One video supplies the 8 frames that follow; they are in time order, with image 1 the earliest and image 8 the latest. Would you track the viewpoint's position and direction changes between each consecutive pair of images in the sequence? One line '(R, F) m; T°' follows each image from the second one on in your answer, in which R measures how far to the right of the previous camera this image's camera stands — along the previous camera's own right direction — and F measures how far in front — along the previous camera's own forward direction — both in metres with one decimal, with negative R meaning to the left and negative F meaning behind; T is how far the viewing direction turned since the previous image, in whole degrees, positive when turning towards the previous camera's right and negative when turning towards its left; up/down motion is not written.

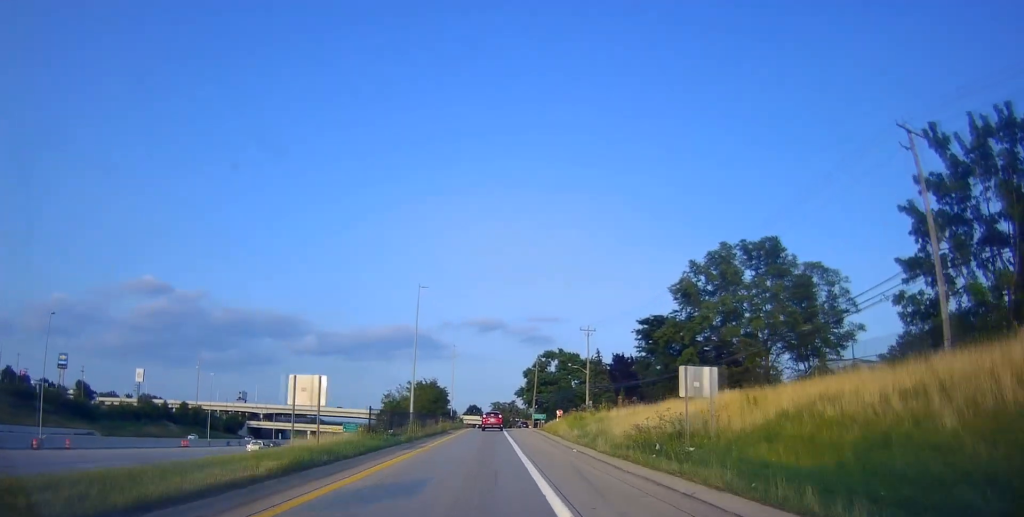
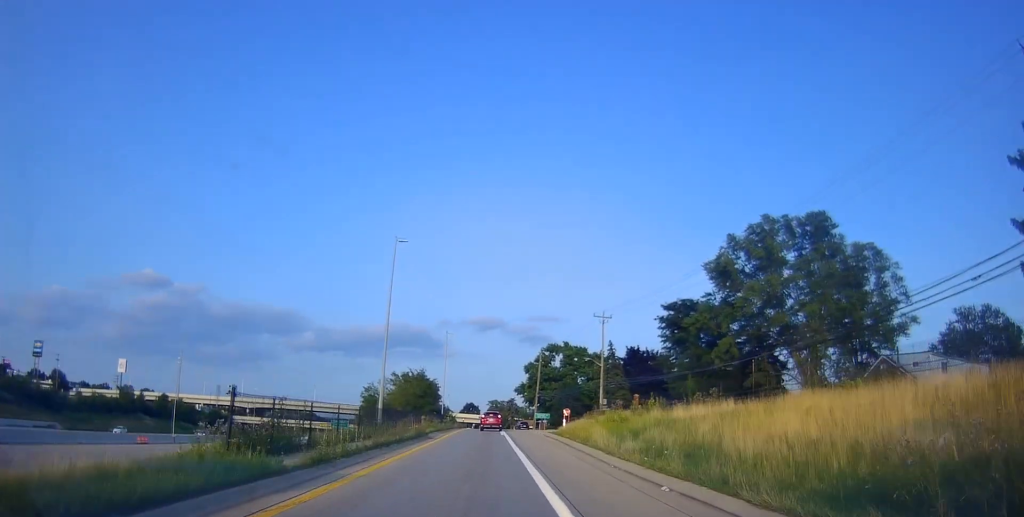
(-0.3, +12.9) m; 0°
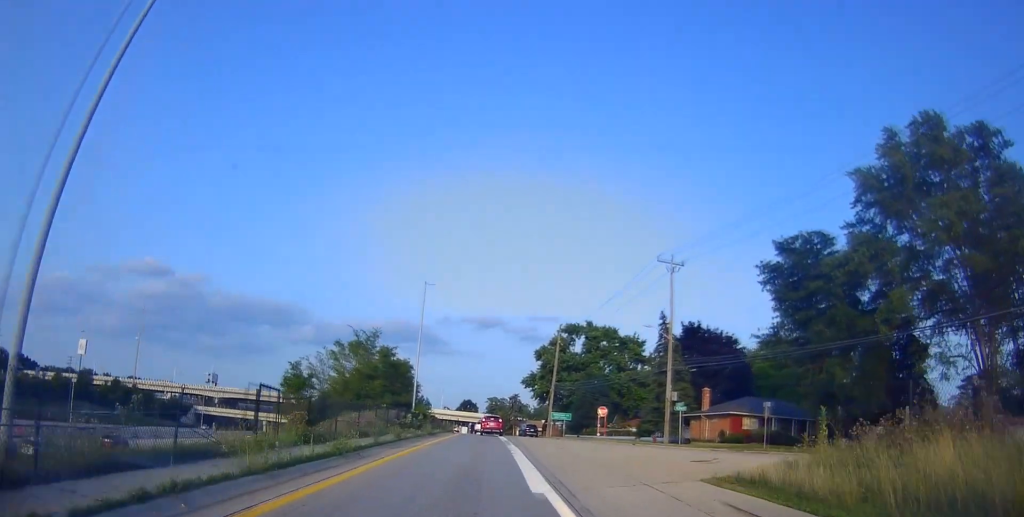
(+0.7, +29.5) m; +1°
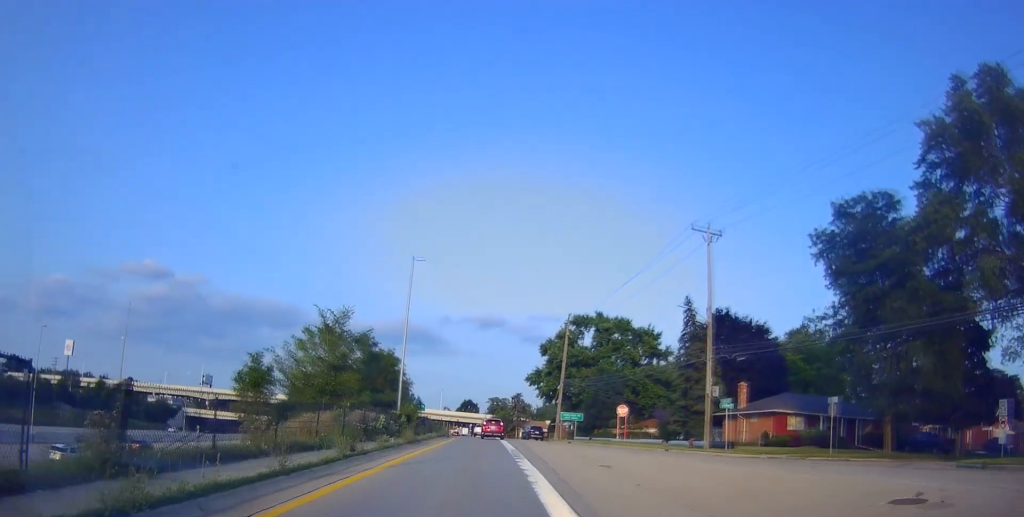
(+0.1, +8.9) m; -1°
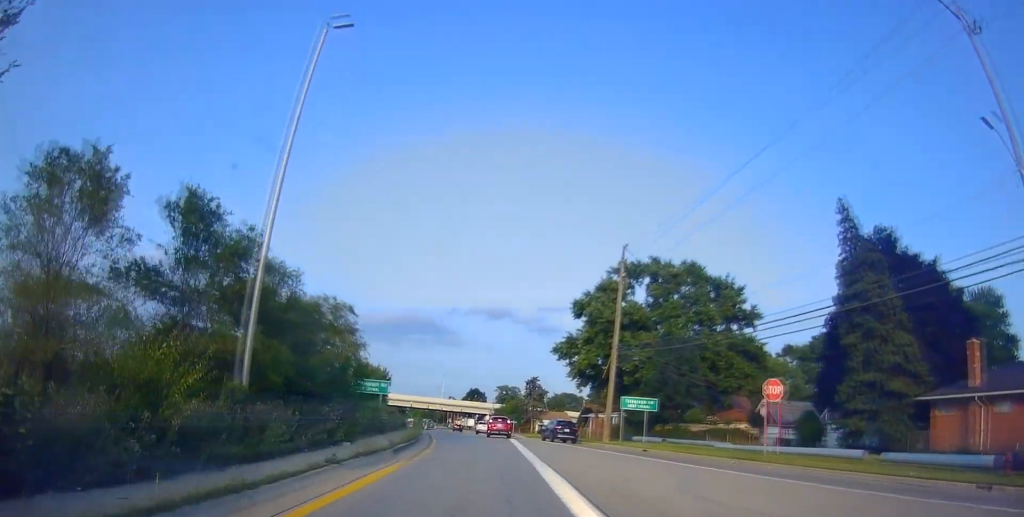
(+0.2, +28.8) m; +2°
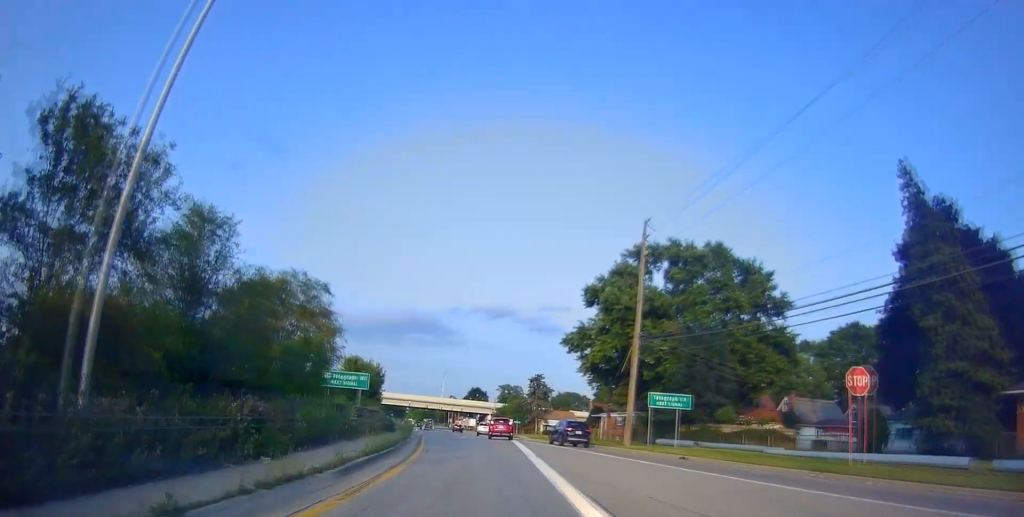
(+0.4, +7.2) m; 0°
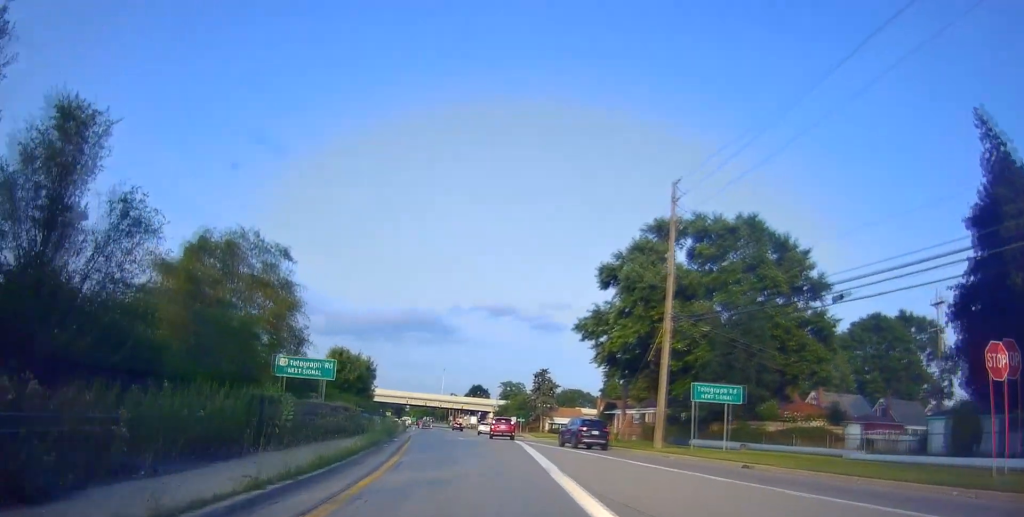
(-0.1, +7.5) m; 0°
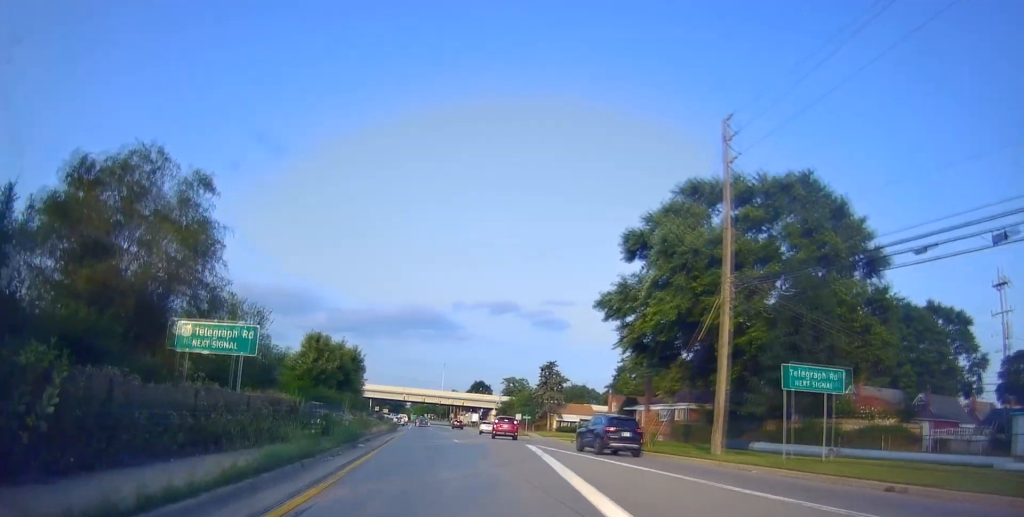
(-0.5, +9.1) m; -1°
